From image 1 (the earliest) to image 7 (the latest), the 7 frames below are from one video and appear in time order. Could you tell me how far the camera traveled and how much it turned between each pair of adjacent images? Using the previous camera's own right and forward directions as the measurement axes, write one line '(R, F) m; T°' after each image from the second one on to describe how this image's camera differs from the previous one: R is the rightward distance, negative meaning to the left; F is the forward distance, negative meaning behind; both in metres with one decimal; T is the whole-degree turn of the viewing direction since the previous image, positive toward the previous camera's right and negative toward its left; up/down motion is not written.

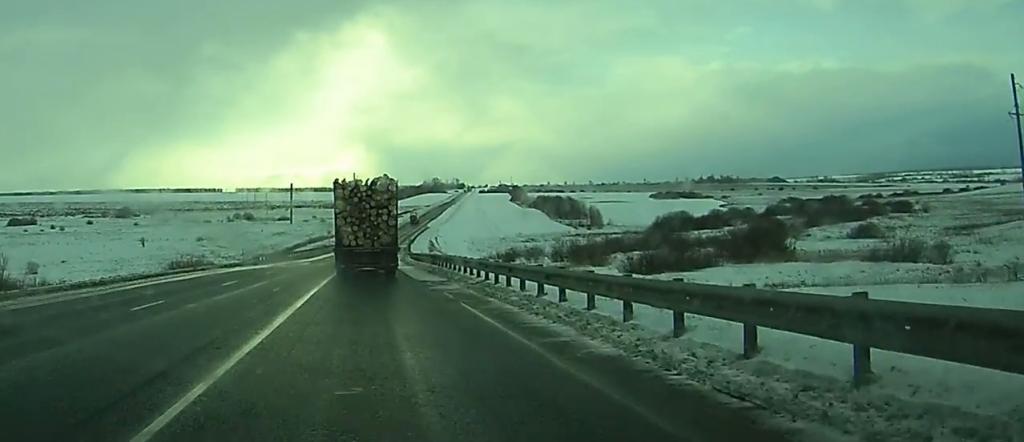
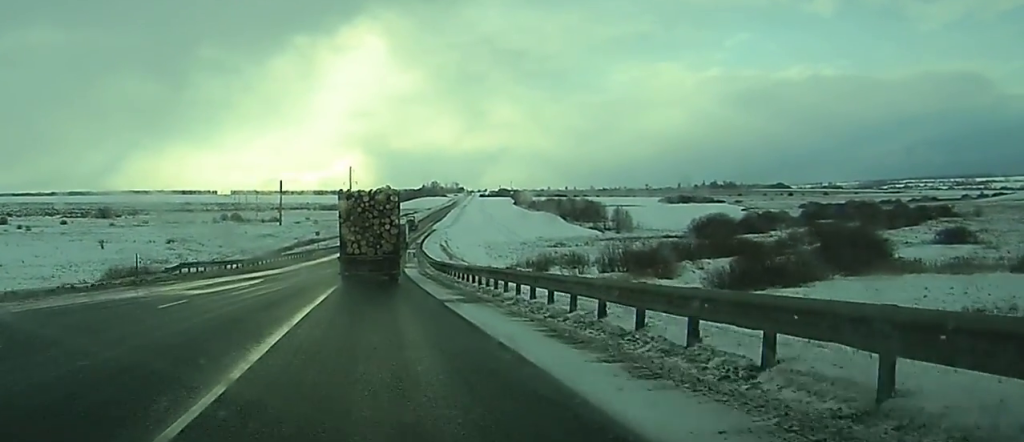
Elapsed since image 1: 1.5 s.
(+0.1, +33.9) m; 0°
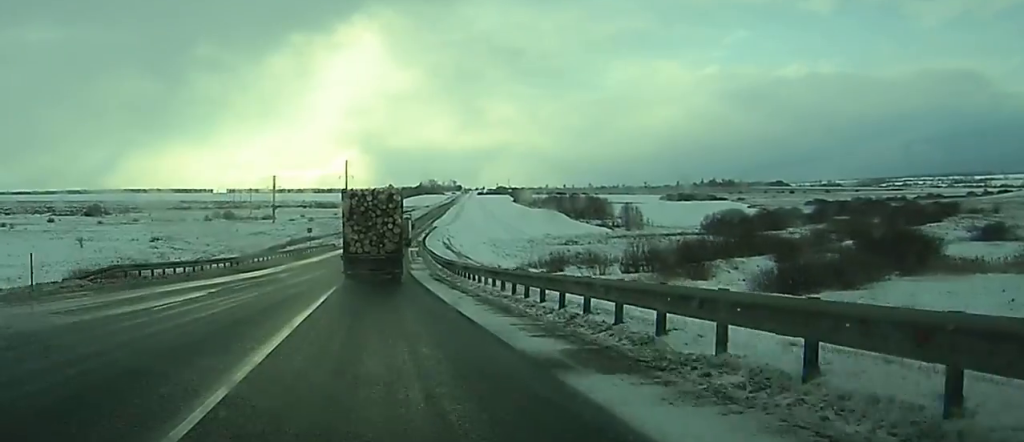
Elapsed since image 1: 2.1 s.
(0.0, +12.6) m; 0°
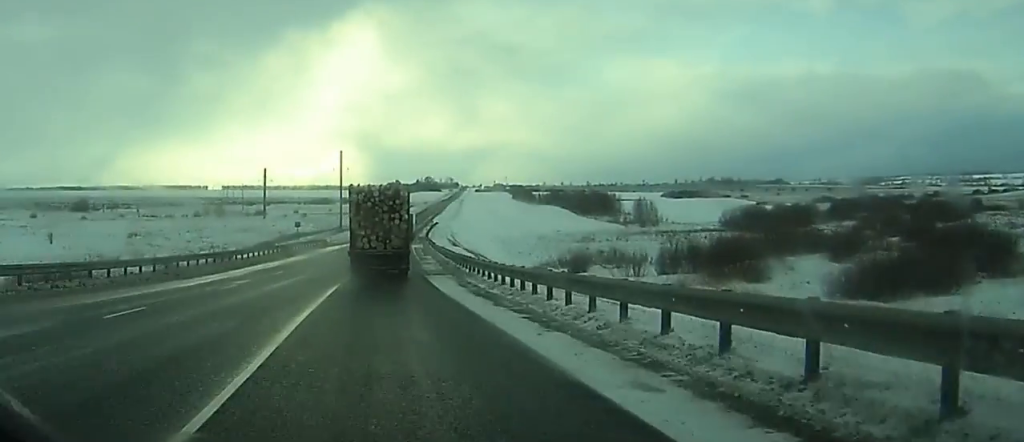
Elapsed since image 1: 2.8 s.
(0.0, +15.6) m; 0°
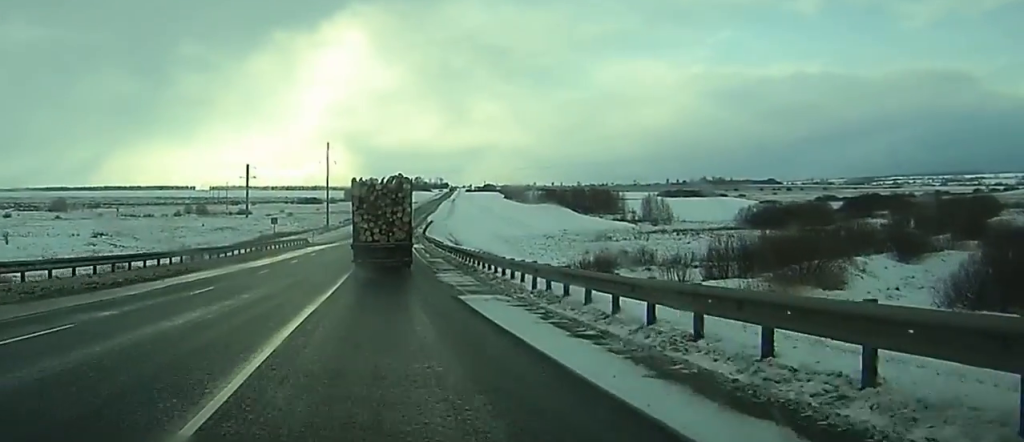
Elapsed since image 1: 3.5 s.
(0.0, +16.5) m; 0°
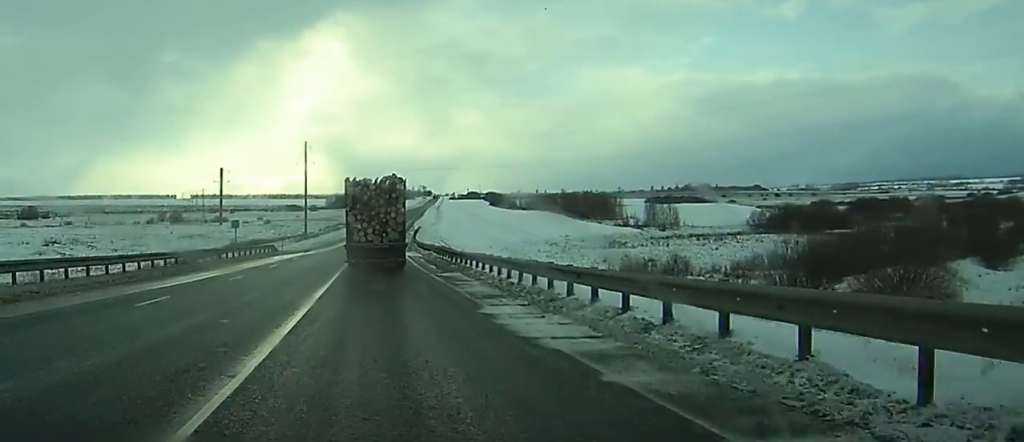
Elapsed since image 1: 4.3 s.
(+0.1, +16.5) m; +1°
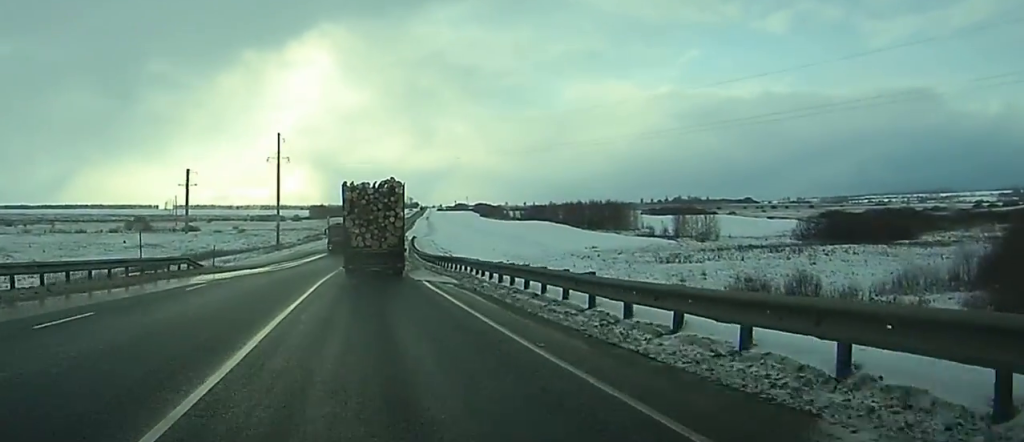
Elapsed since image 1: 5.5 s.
(+0.3, +28.7) m; +1°
